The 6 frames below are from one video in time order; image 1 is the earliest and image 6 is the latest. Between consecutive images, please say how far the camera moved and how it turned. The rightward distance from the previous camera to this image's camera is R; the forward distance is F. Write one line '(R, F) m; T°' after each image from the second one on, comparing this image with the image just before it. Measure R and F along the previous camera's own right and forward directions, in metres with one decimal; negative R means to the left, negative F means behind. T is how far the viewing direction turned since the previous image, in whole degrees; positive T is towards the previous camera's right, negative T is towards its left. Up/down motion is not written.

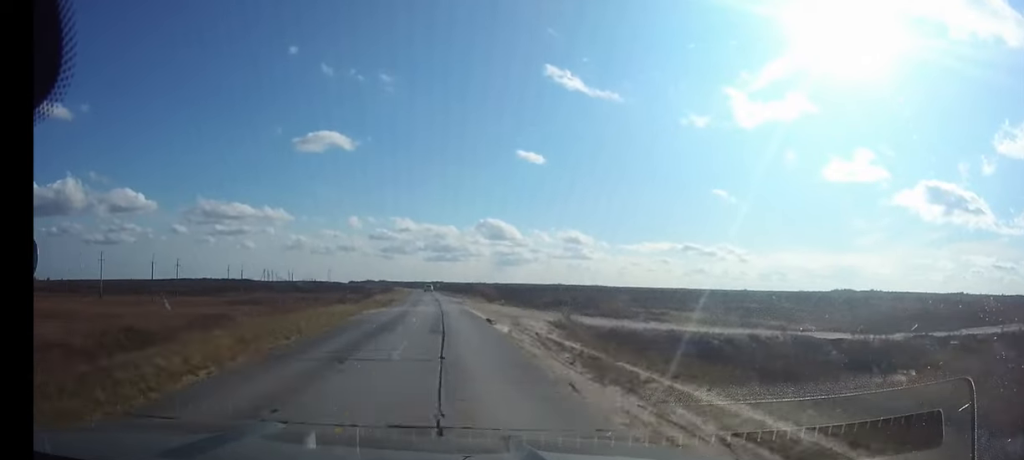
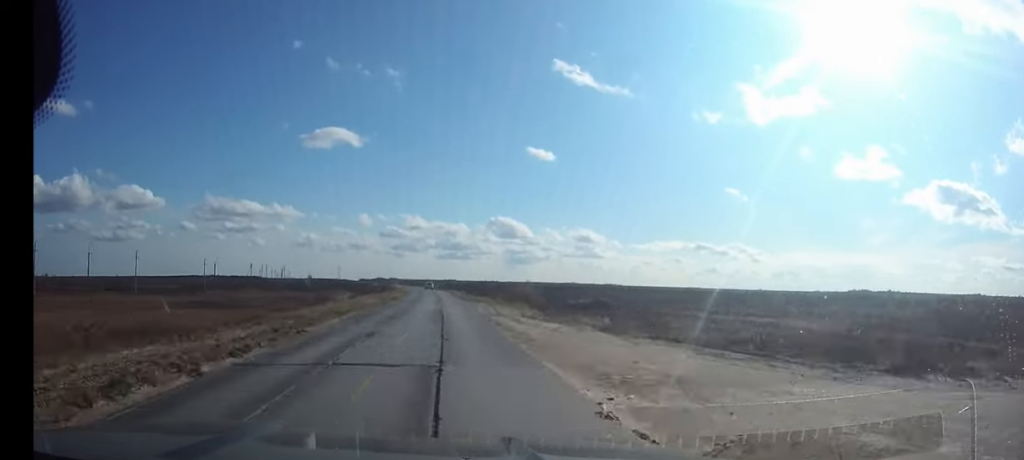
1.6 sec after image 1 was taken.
(-0.3, +37.0) m; -1°
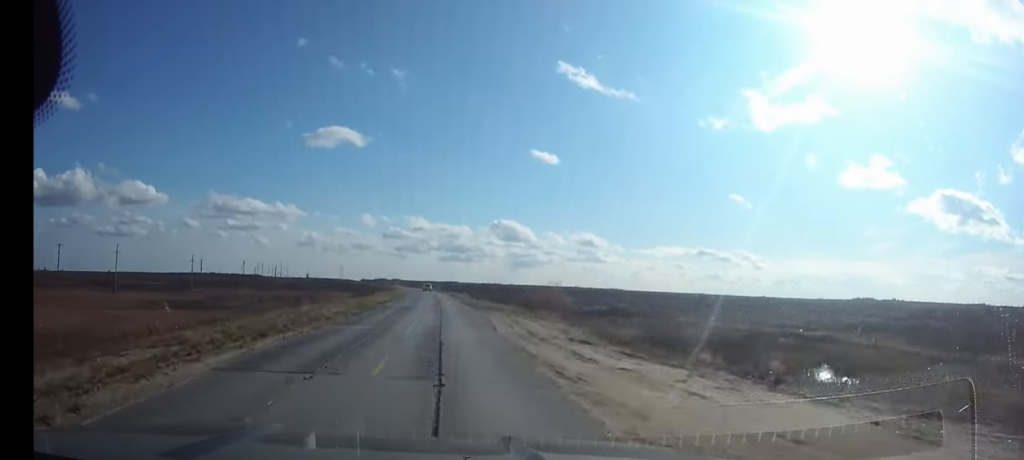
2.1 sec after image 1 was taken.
(0.0, +13.1) m; 0°
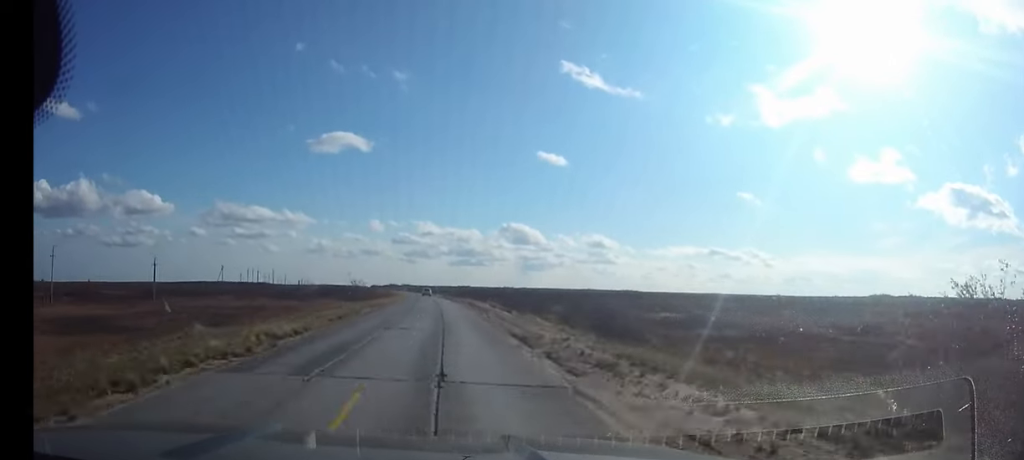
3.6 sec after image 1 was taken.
(-0.4, +36.8) m; -1°
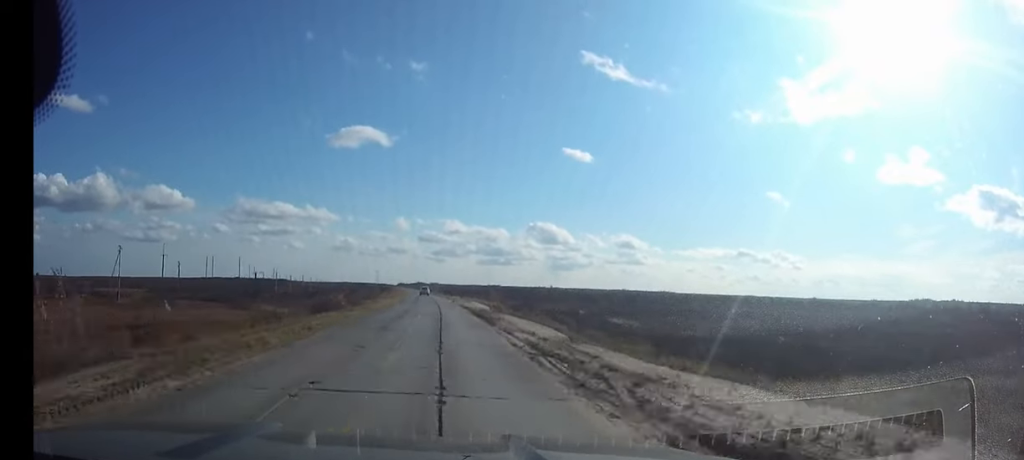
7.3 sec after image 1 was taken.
(-2.4, +88.8) m; -3°
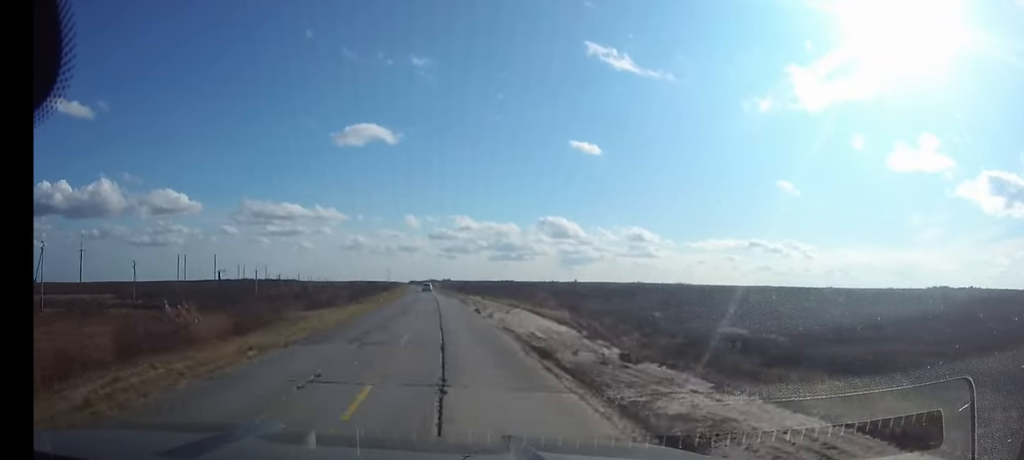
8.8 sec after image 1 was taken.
(-0.3, +34.8) m; -1°
